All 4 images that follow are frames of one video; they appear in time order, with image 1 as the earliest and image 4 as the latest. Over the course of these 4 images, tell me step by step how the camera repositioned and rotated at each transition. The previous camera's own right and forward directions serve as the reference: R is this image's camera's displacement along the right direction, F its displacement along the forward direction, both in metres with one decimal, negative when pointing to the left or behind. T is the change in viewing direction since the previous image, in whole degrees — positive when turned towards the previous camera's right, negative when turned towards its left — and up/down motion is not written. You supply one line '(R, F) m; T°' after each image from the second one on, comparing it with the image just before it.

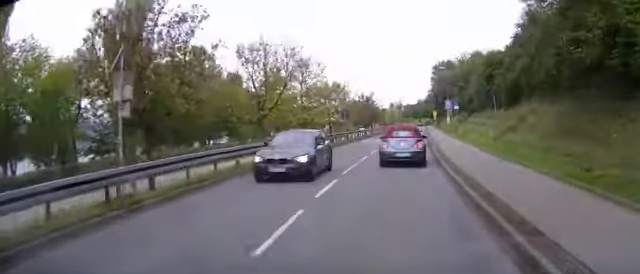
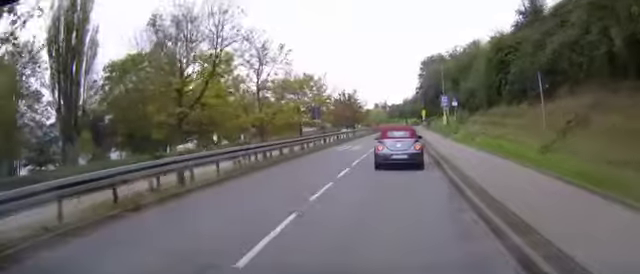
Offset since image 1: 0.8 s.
(+0.1, +9.4) m; +1°
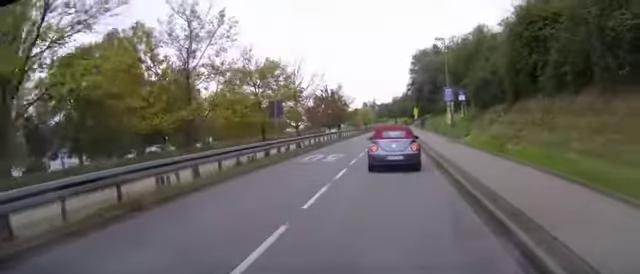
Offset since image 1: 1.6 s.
(+0.1, +9.8) m; +1°
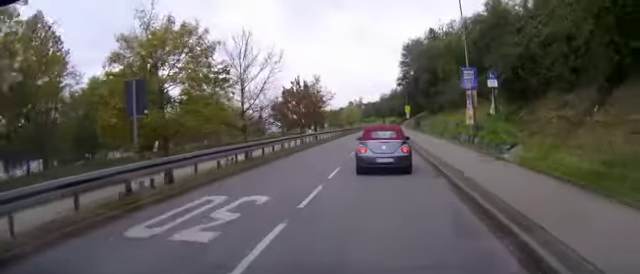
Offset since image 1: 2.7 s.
(+0.2, +13.3) m; +1°
